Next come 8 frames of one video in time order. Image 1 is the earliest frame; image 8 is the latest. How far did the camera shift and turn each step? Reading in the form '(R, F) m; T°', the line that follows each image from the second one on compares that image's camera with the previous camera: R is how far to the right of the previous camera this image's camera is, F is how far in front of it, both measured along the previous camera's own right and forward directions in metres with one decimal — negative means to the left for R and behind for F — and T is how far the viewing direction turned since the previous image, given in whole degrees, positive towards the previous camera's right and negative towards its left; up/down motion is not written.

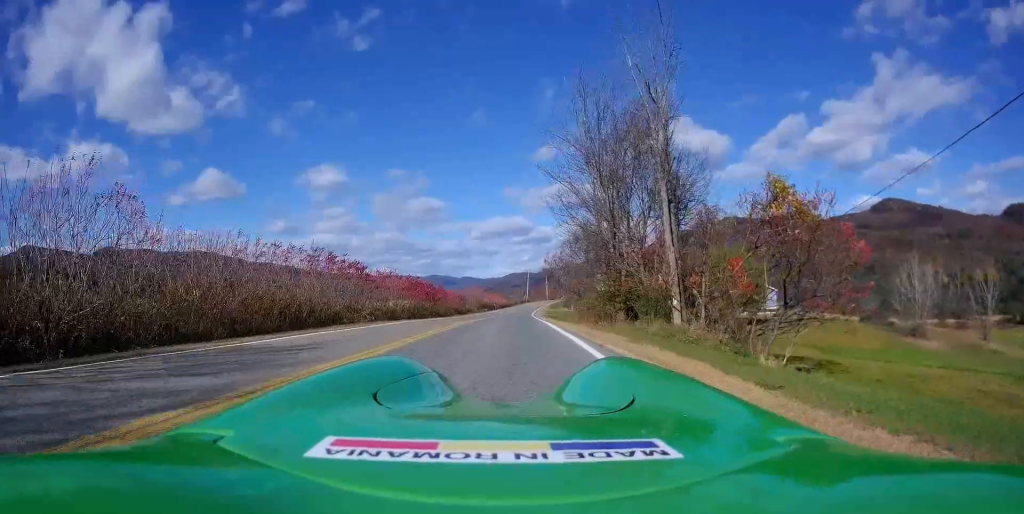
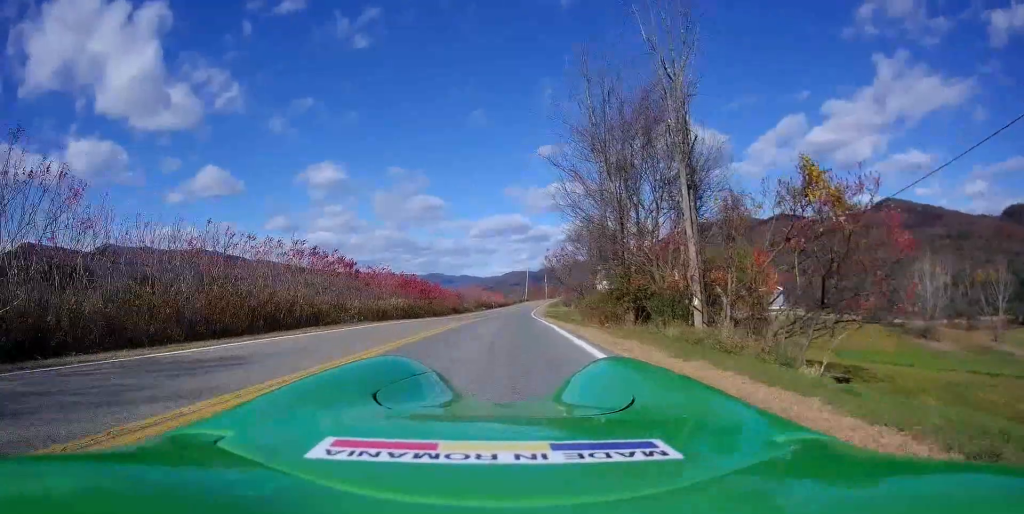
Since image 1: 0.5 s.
(0.0, +2.7) m; 0°
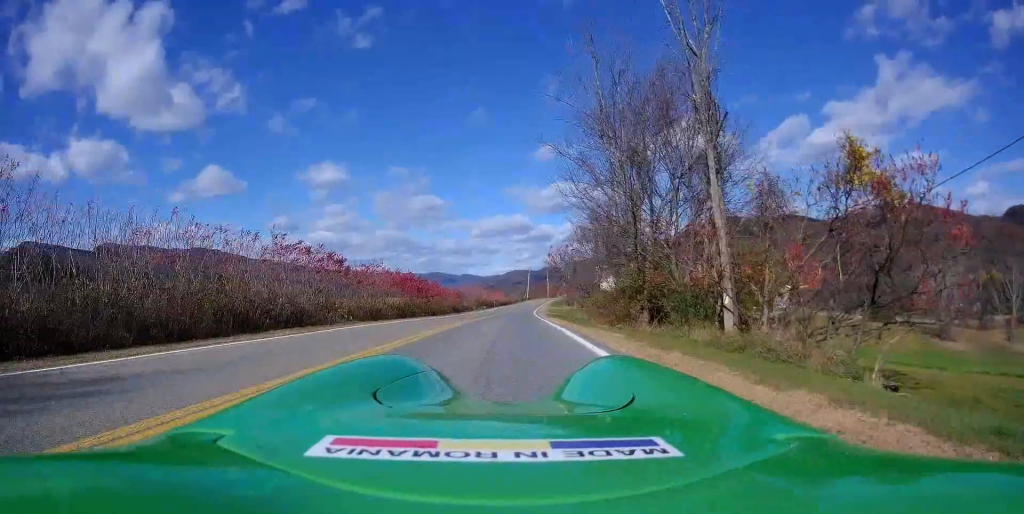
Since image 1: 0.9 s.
(0.0, +2.7) m; -2°
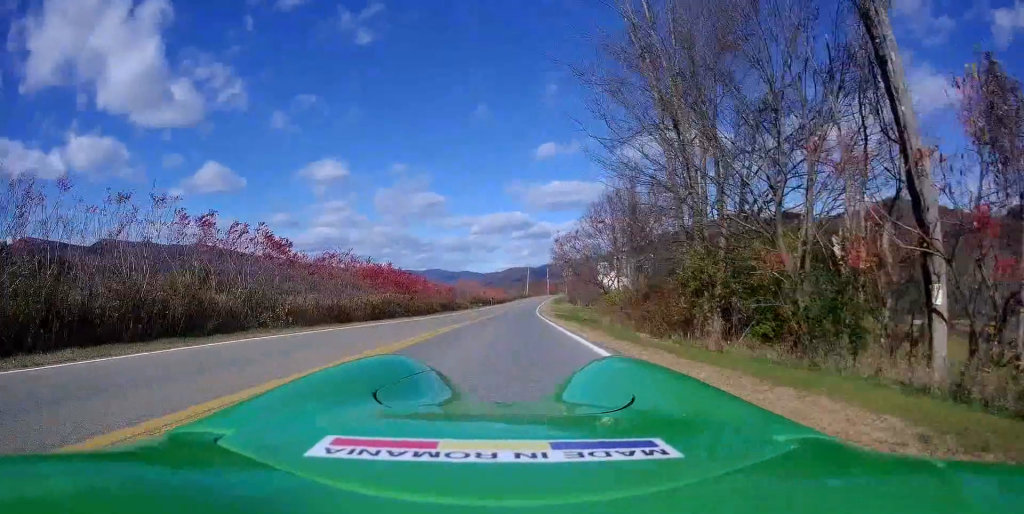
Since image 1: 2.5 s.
(-0.4, +9.3) m; -2°
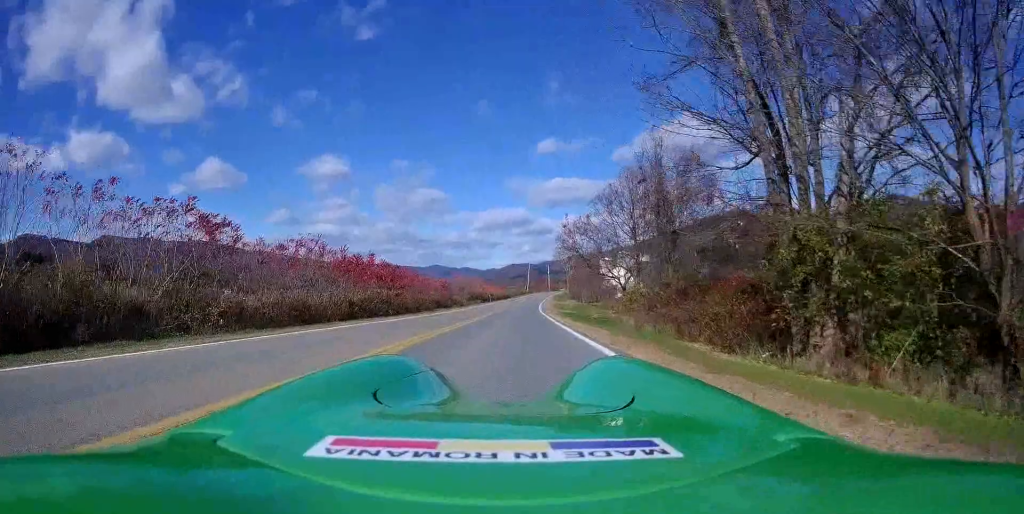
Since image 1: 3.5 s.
(+0.3, +6.2) m; 0°
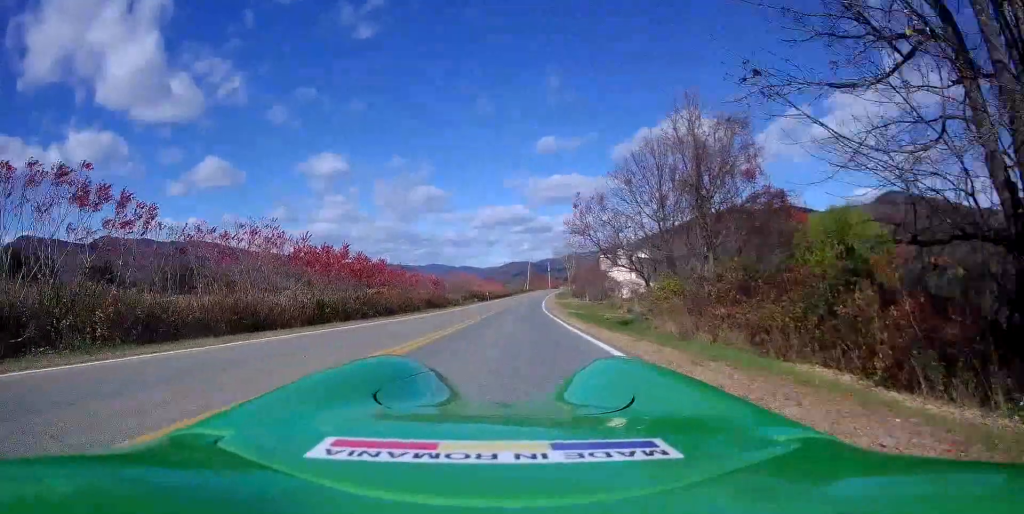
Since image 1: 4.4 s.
(-0.3, +6.3) m; -3°
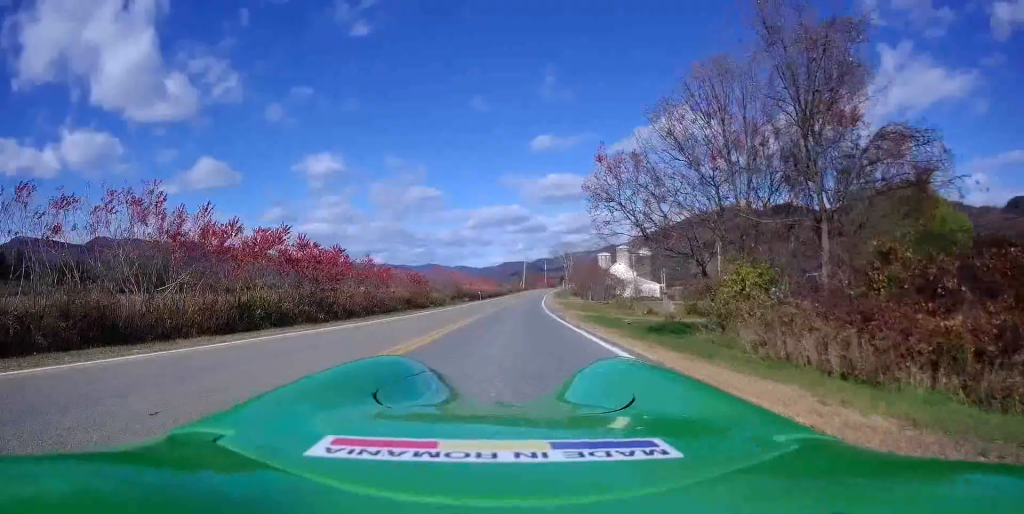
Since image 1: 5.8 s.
(+0.3, +9.5) m; +3°
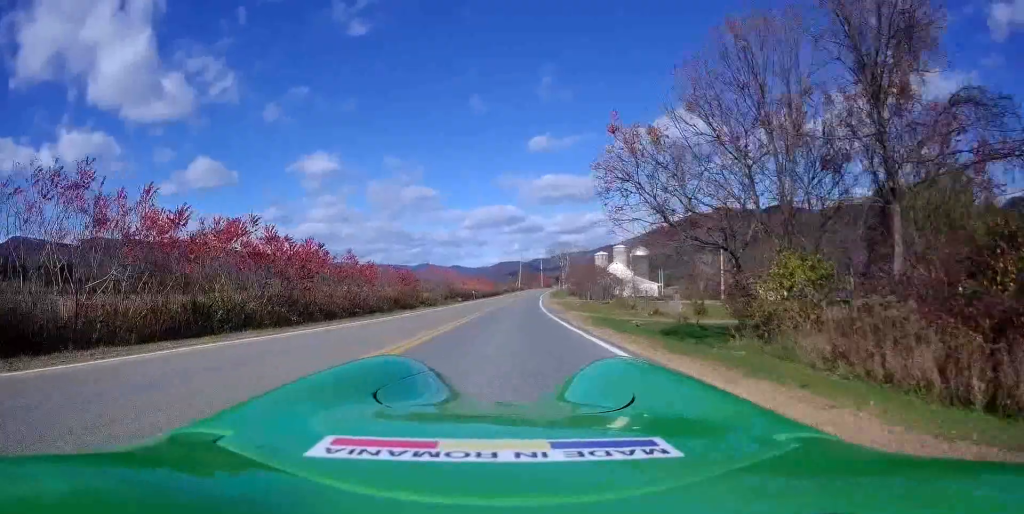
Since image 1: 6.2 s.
(+0.2, +3.3) m; 0°
